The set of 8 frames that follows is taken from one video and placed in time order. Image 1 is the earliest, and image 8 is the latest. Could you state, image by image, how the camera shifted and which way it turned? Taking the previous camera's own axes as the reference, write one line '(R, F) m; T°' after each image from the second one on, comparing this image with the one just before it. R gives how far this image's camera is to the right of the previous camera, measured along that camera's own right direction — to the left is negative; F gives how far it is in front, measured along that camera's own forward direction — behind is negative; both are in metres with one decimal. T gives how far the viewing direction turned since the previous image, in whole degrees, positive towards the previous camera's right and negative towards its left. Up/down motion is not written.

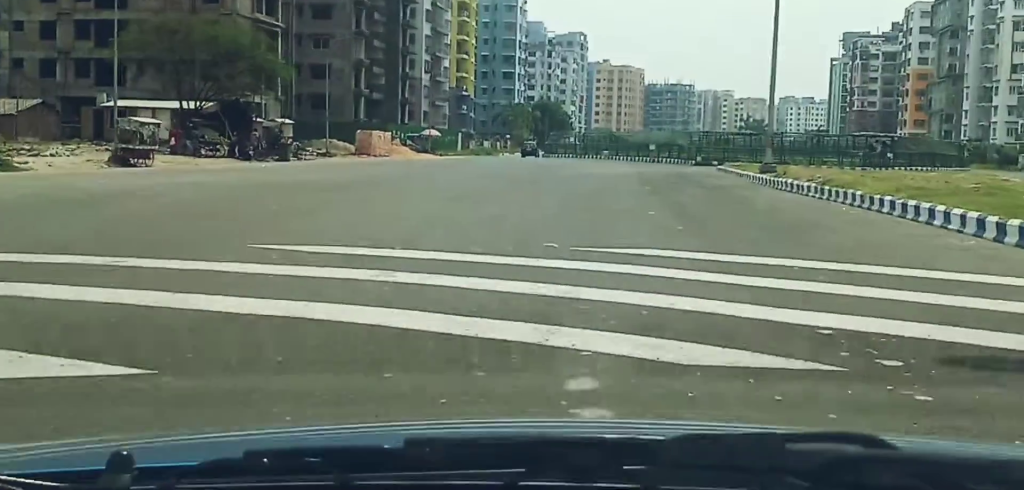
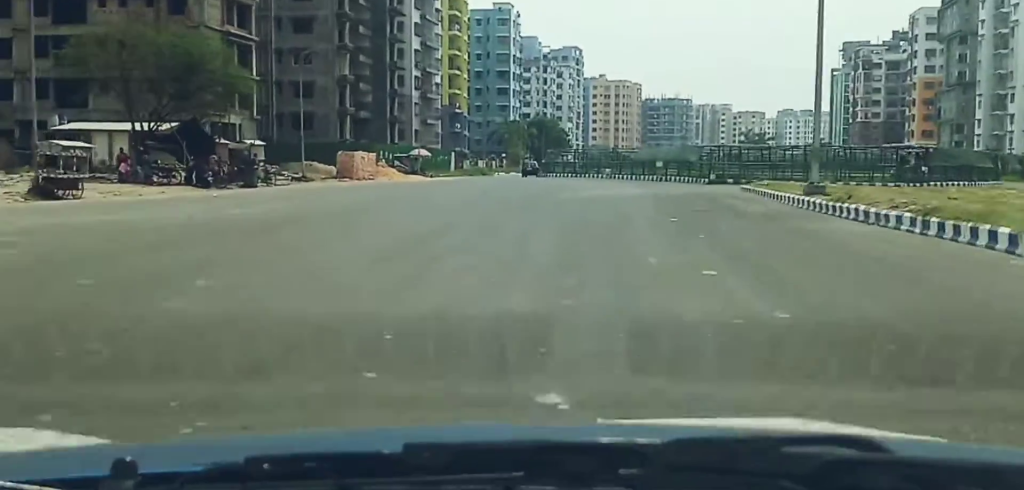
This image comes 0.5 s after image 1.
(0.0, +6.0) m; 0°
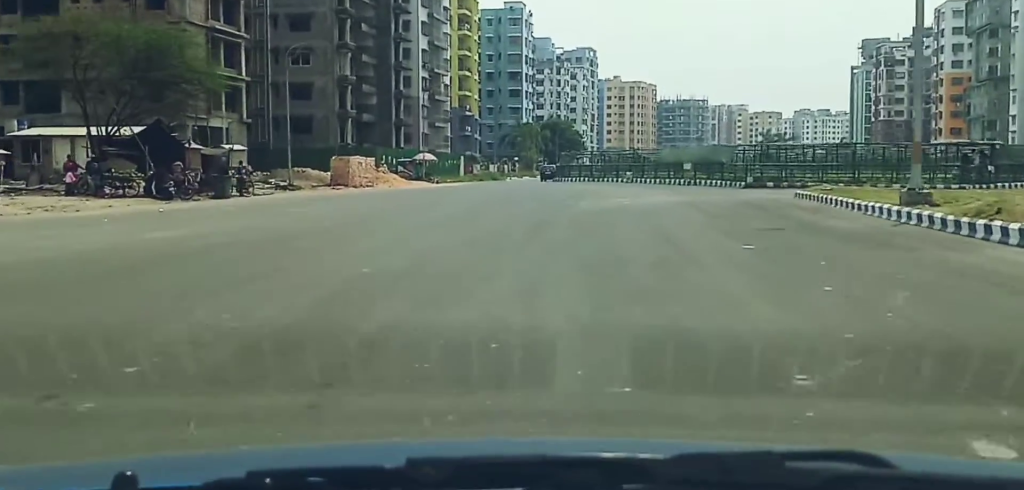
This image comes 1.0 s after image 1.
(0.0, +6.5) m; 0°
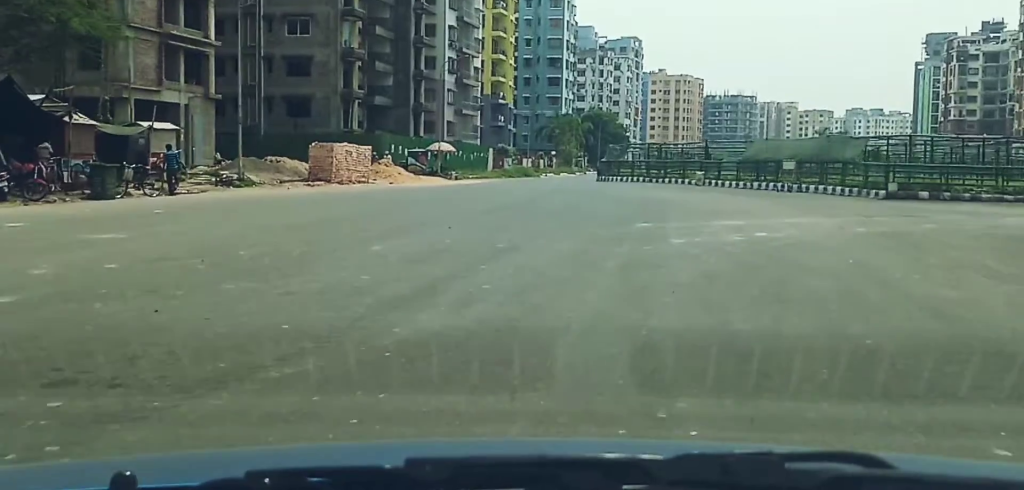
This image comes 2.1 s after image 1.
(0.0, +15.1) m; 0°
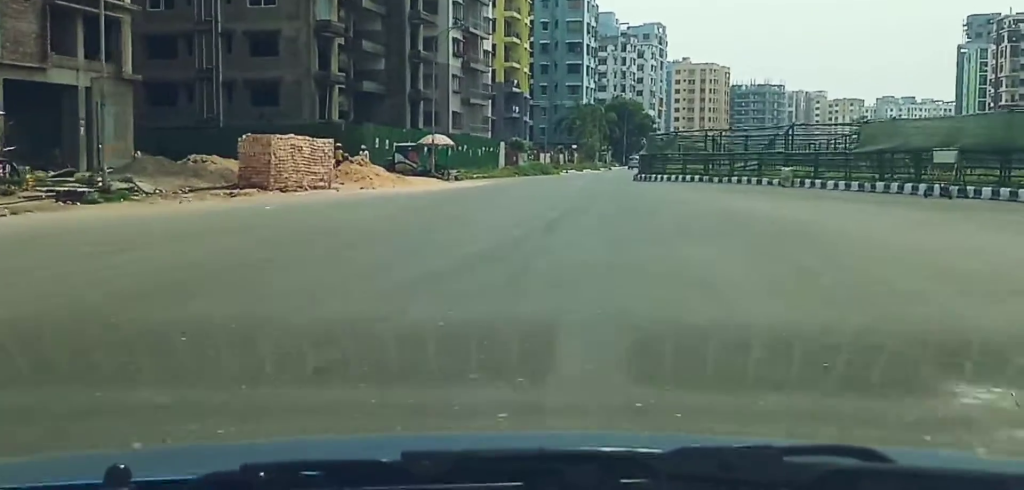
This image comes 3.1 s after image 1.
(0.0, +14.6) m; 0°
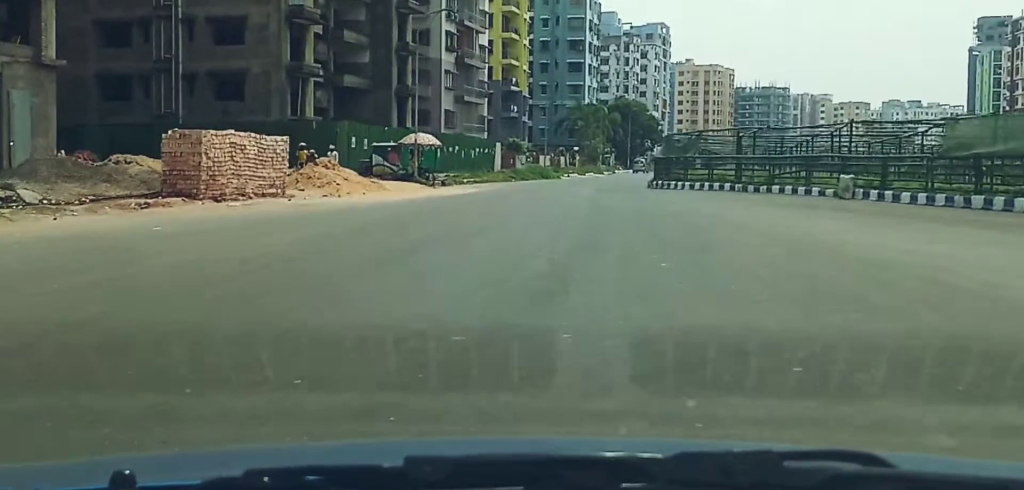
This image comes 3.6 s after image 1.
(0.0, +6.8) m; 0°
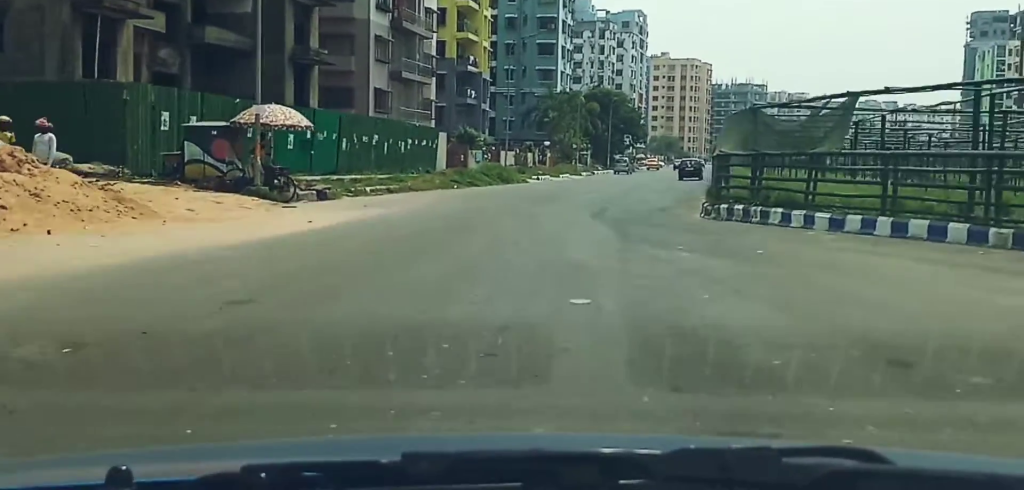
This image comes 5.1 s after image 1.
(0.0, +22.8) m; 0°
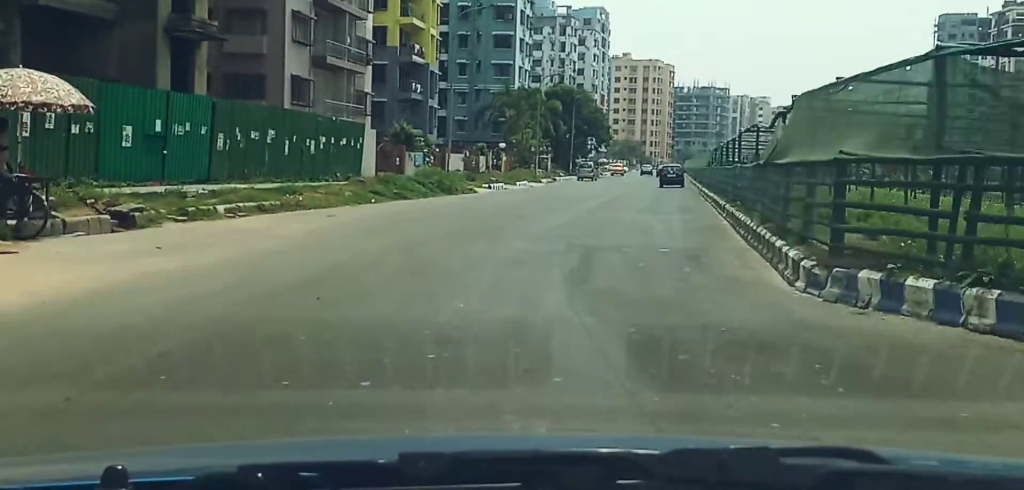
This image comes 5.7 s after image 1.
(0.0, +10.0) m; +2°
